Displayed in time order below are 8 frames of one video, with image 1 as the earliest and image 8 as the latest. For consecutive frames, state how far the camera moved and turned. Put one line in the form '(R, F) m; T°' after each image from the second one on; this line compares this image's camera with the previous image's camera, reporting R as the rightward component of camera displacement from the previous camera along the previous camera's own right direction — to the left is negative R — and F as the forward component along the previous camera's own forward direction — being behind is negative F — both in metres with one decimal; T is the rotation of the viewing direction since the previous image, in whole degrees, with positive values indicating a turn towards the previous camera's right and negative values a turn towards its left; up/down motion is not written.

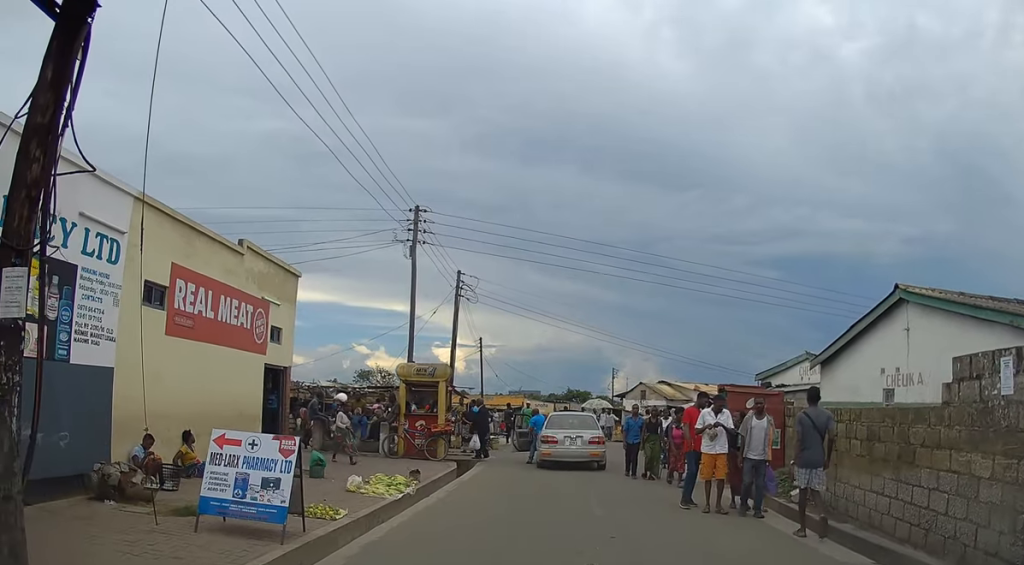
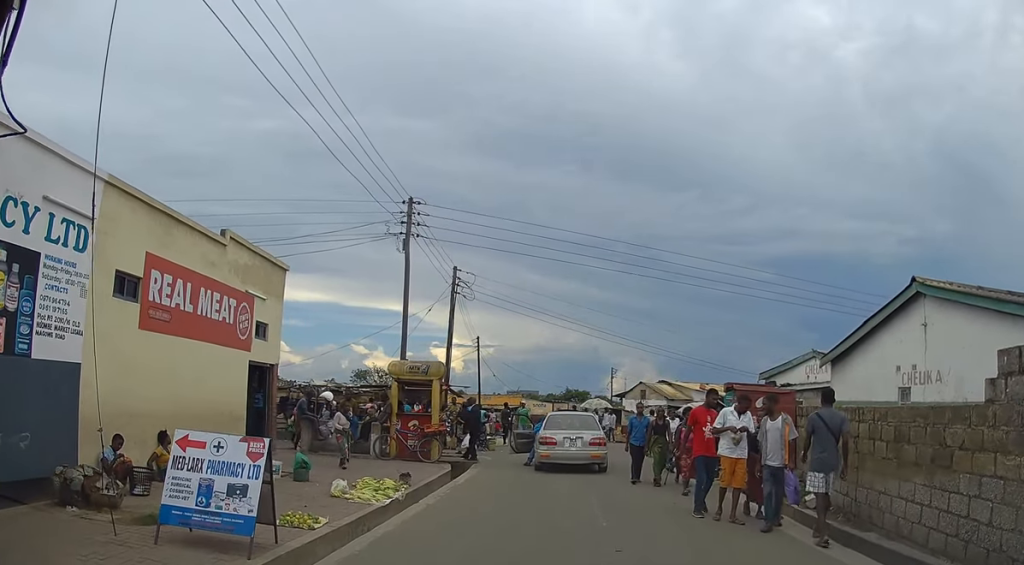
(-0.1, +0.8) m; +1°
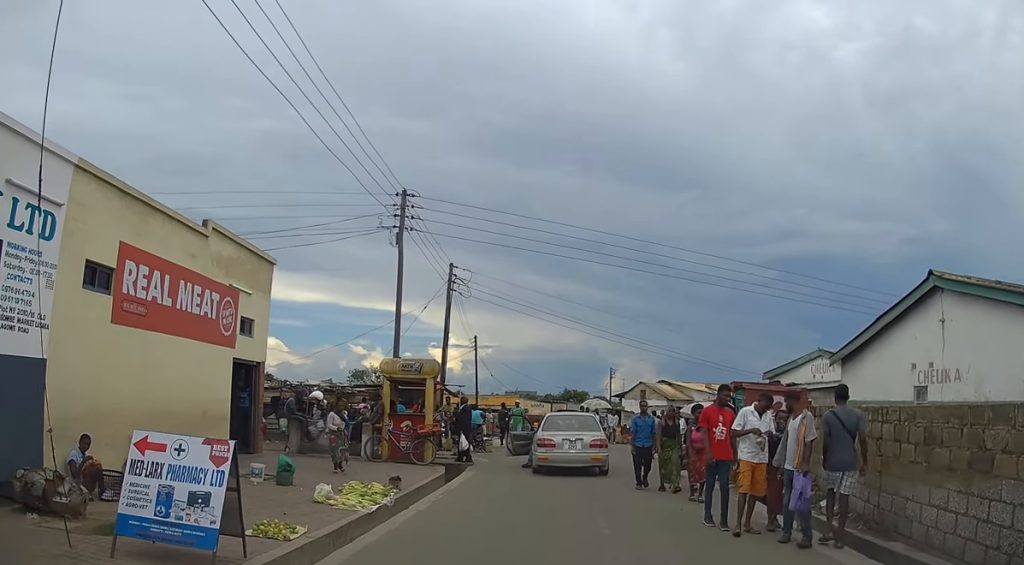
(-0.1, +0.7) m; +1°
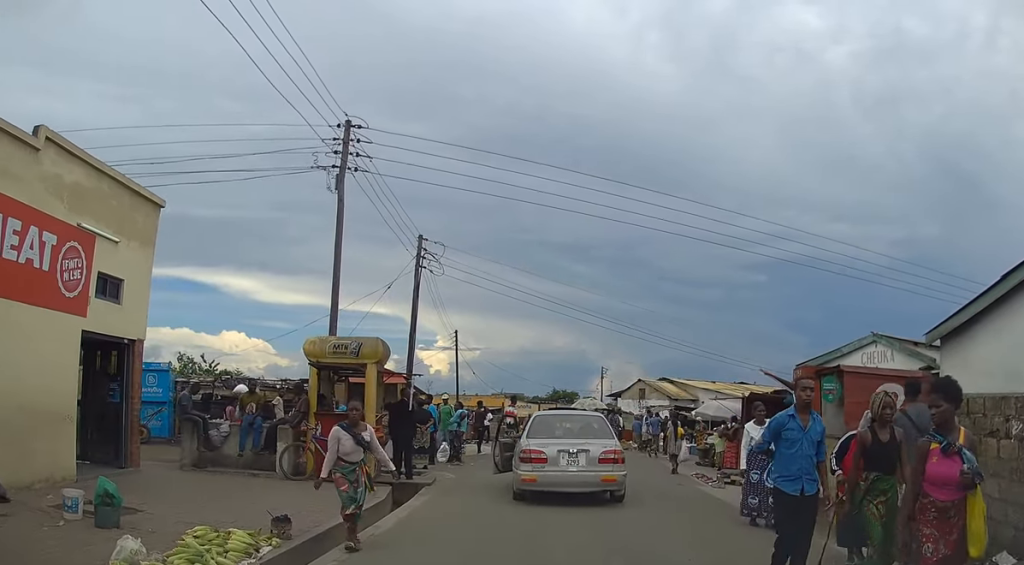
(+0.4, +4.8) m; -1°
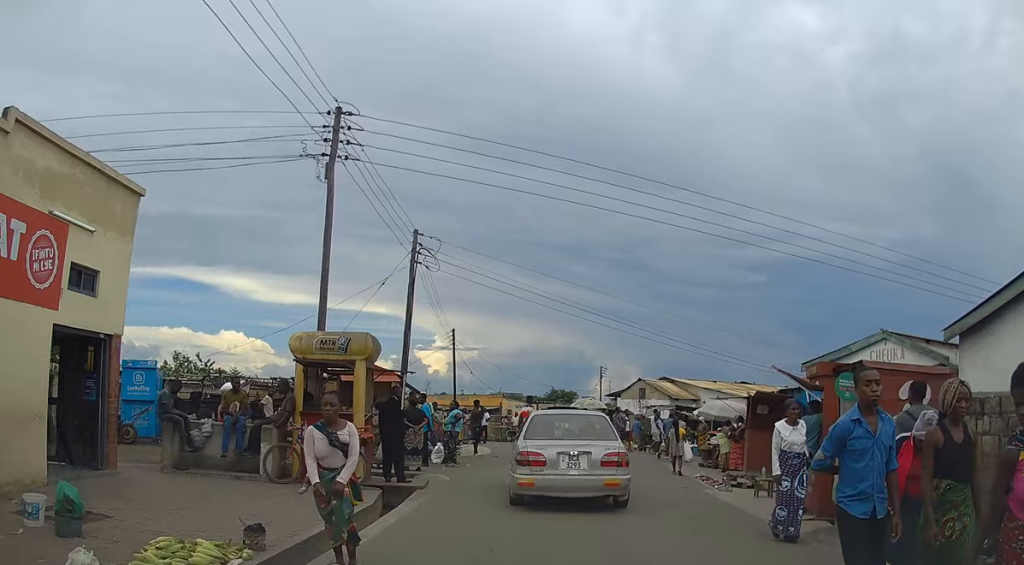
(0.0, +0.7) m; -1°
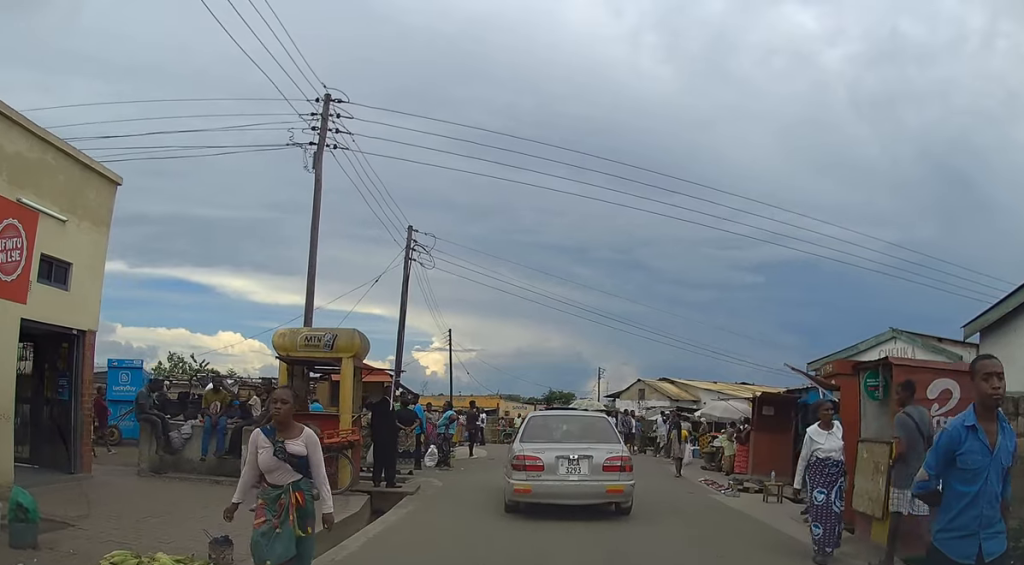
(0.0, +0.7) m; 0°
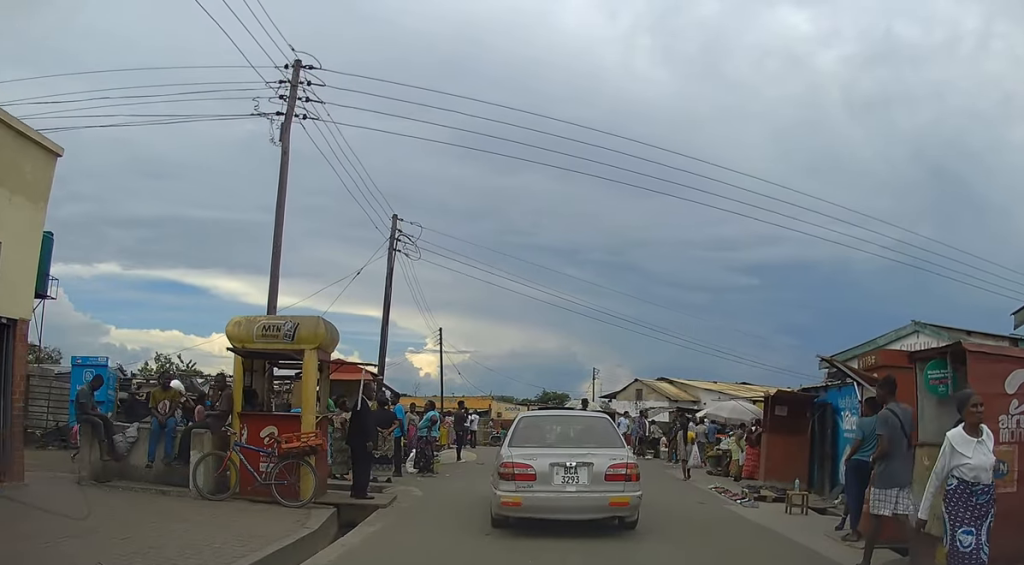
(+0.3, +1.4) m; 0°
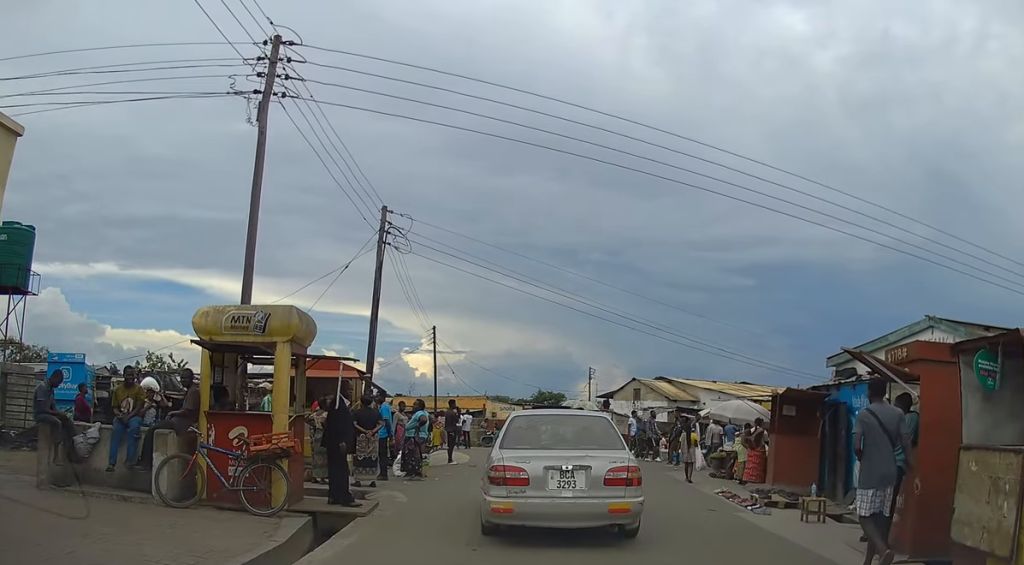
(-0.3, +0.8) m; 0°
